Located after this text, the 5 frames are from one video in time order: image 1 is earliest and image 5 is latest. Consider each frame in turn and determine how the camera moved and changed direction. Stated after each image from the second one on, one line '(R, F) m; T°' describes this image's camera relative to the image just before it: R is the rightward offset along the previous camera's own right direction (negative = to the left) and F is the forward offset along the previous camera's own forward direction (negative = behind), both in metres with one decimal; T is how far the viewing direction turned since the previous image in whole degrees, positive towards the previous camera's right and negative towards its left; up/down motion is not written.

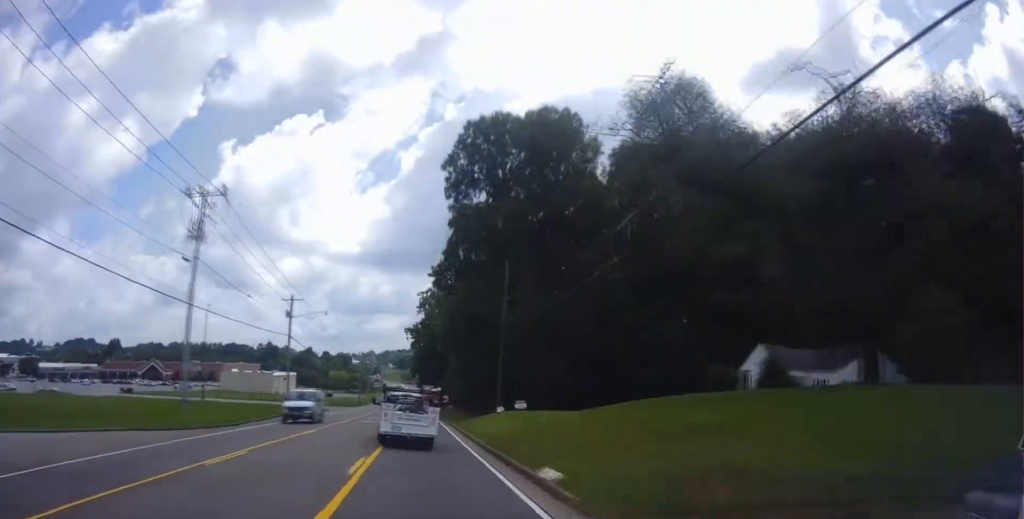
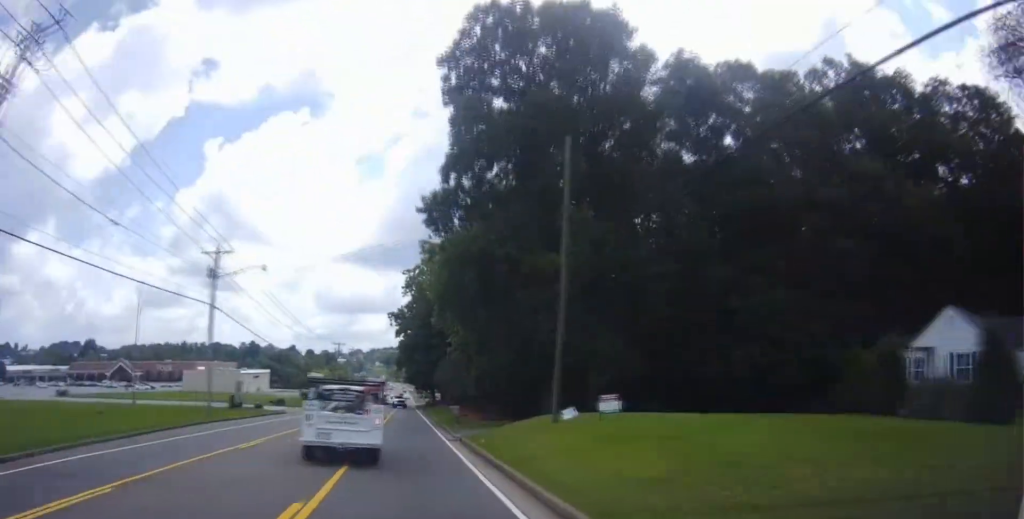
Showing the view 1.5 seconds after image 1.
(+0.1, +19.8) m; 0°
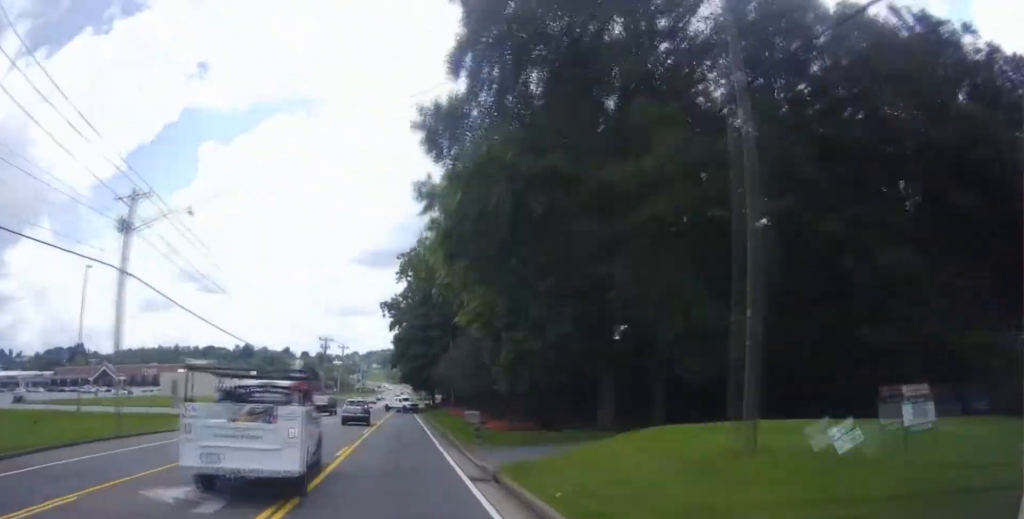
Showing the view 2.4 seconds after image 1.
(-0.2, +12.6) m; 0°
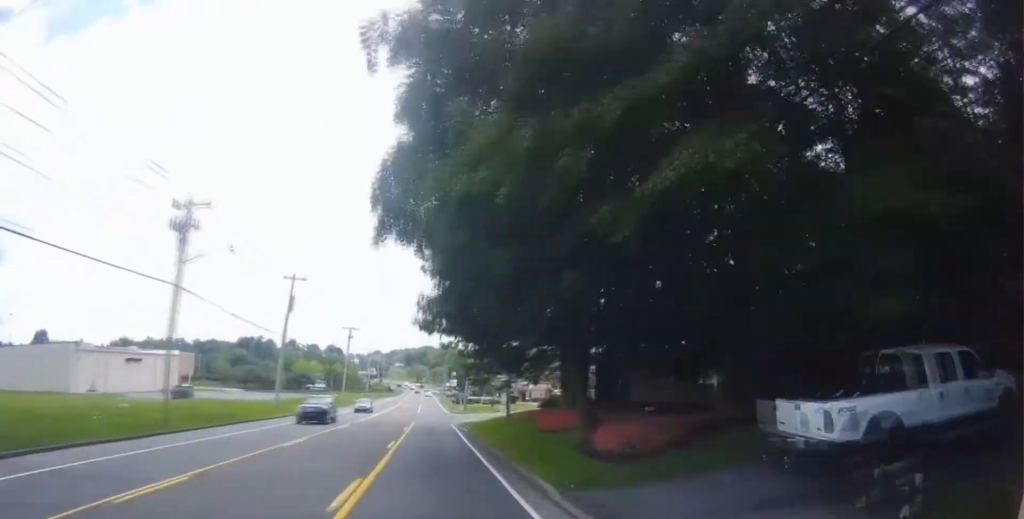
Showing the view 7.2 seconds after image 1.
(-0.3, +72.3) m; 0°
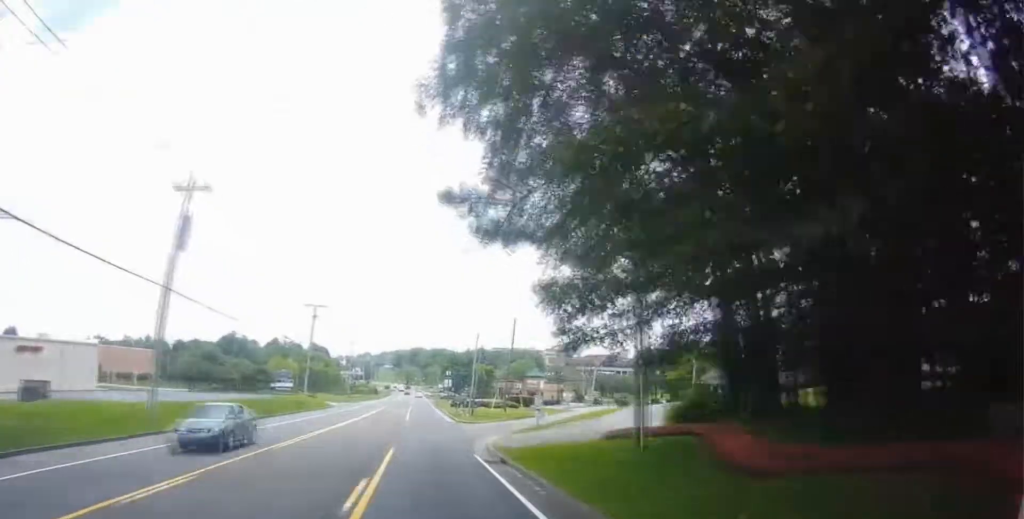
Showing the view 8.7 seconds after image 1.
(0.0, +23.8) m; -1°
